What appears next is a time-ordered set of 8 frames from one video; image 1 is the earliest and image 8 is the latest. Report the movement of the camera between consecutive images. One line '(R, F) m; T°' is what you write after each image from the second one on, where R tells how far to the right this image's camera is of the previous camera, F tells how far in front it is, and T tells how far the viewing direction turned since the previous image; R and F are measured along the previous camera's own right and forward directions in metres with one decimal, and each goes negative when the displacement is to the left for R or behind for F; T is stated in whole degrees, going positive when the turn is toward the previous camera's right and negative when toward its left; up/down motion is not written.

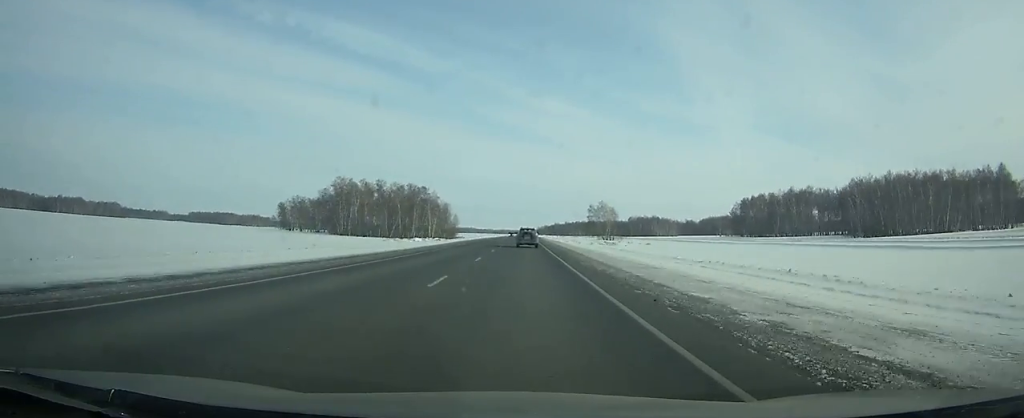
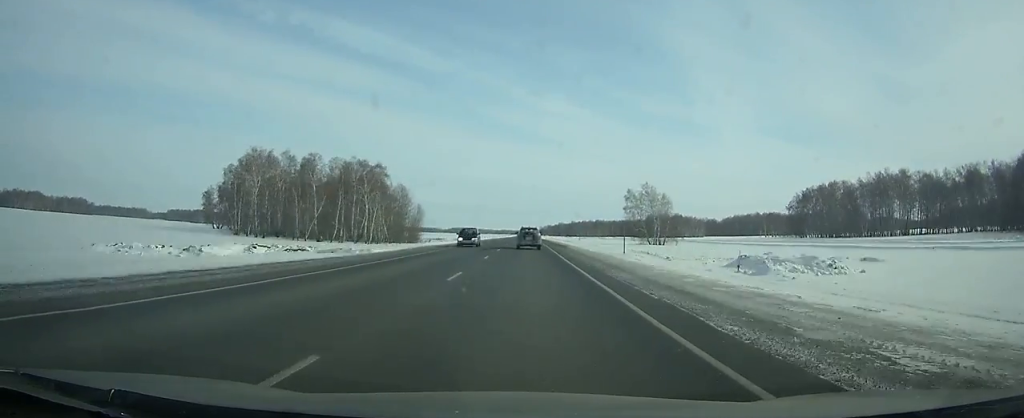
(-0.1, +82.8) m; 0°
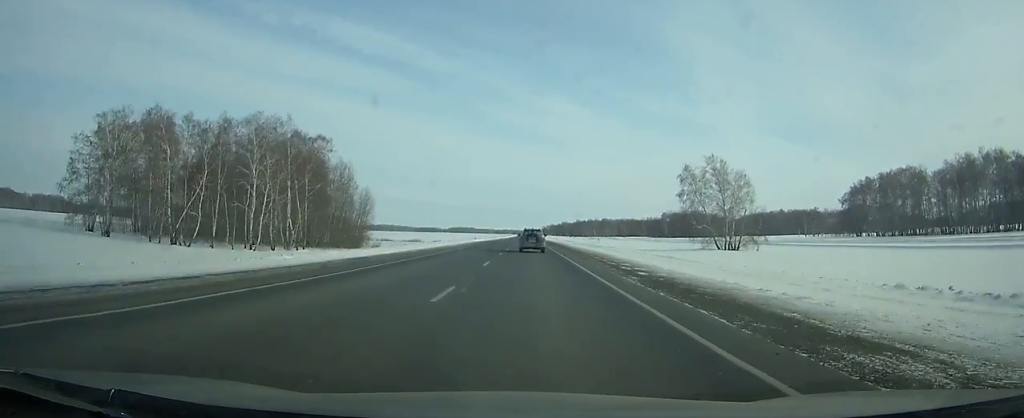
(-0.1, +51.2) m; 0°
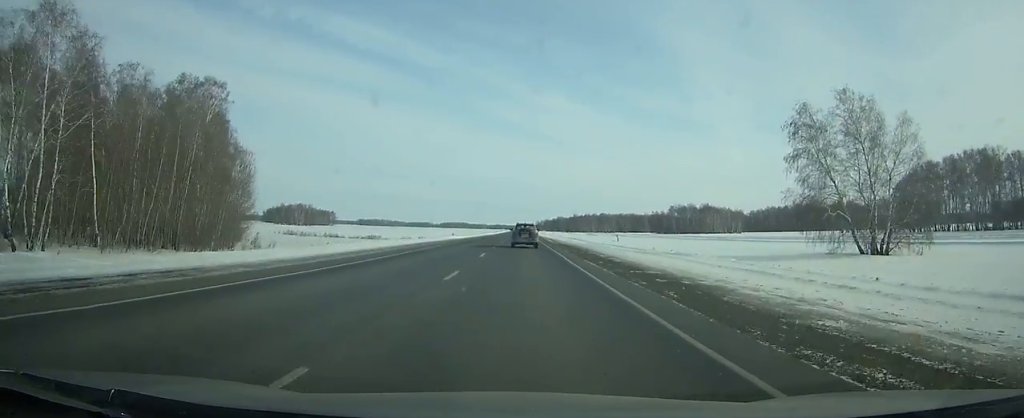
(+0.1, +44.0) m; 0°
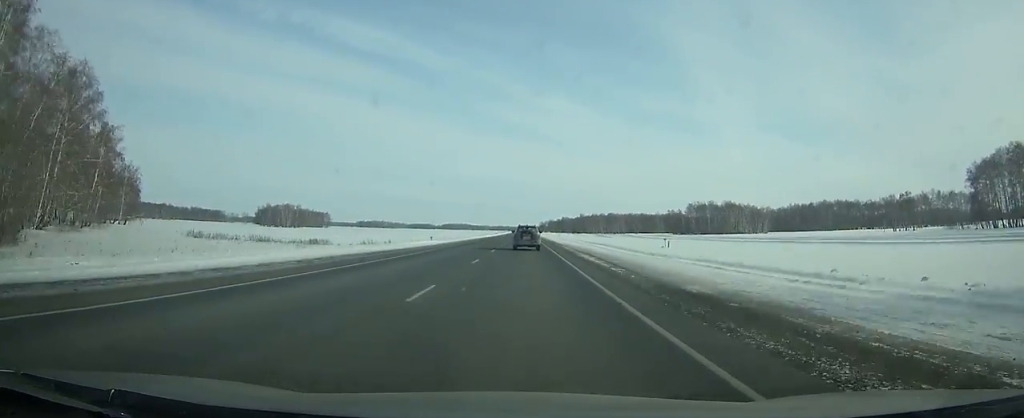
(0.0, +41.1) m; 0°
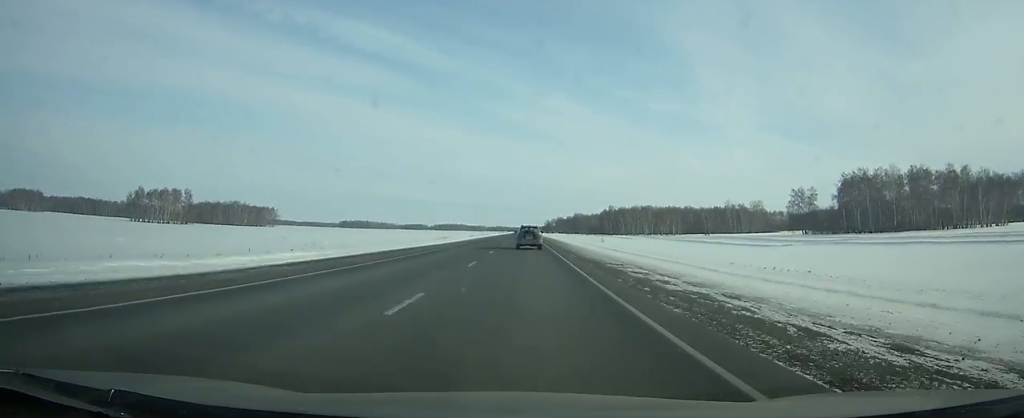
(0.0, +192.8) m; 0°
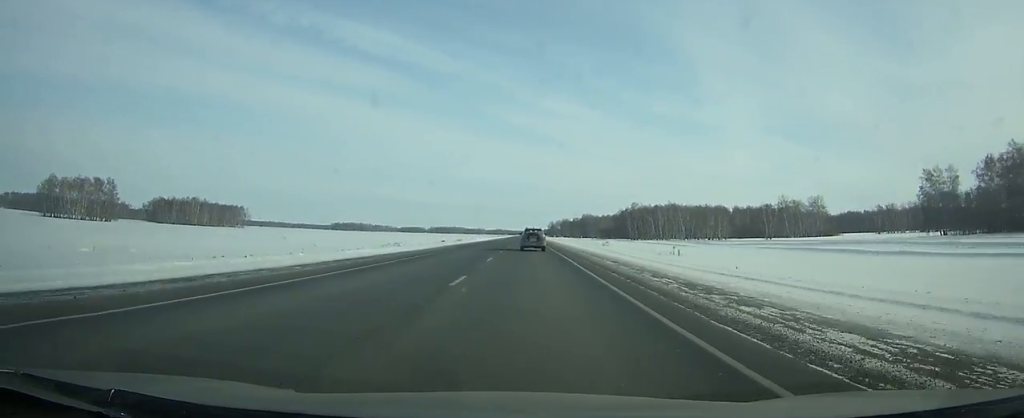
(-0.3, +80.2) m; 0°
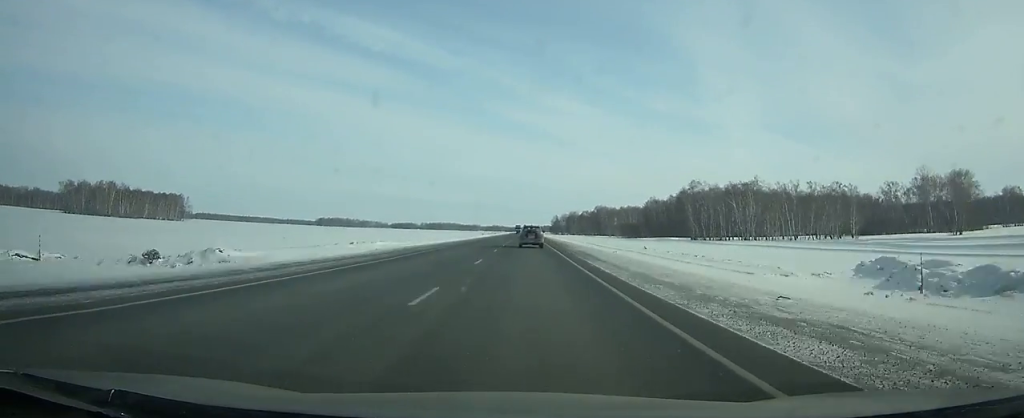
(+0.3, +111.9) m; 0°
